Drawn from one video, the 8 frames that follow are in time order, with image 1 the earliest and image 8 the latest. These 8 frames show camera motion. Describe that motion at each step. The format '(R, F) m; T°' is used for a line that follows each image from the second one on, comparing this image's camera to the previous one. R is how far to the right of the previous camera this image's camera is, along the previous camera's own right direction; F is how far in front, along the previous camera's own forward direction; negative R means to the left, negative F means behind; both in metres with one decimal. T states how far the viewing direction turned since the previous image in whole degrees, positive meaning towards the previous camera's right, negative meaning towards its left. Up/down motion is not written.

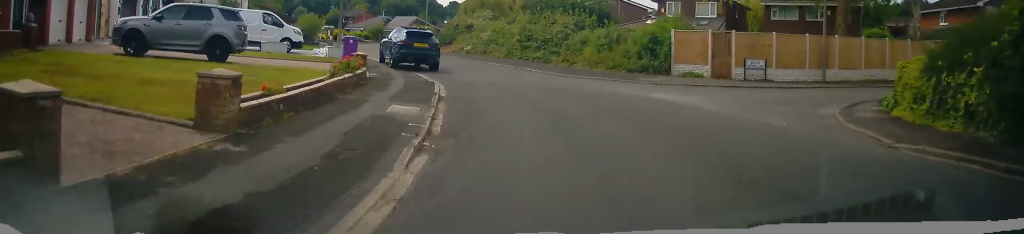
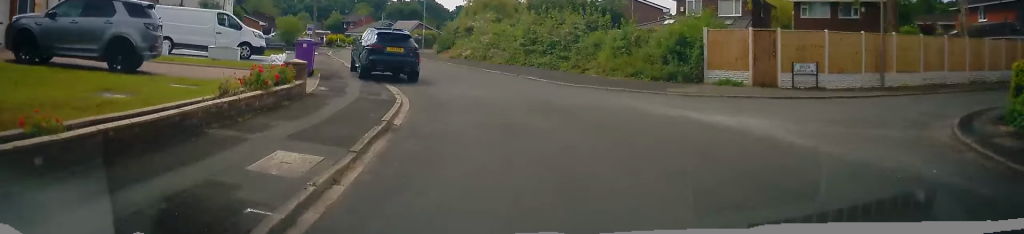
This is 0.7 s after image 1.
(+0.2, +4.9) m; -1°
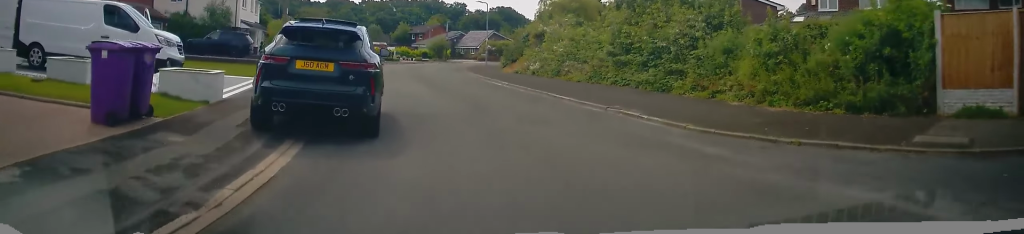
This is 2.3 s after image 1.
(-0.8, +11.5) m; -8°
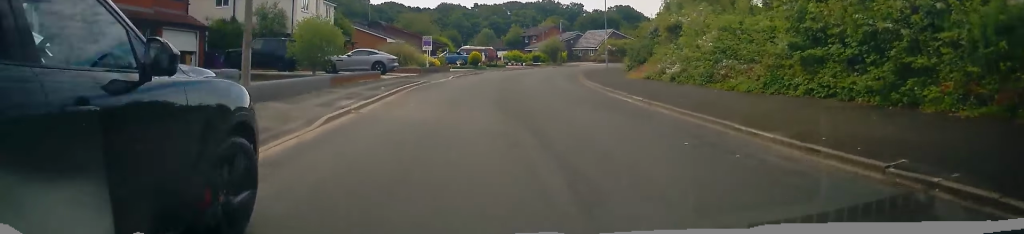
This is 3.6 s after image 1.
(-0.7, +8.8) m; -11°
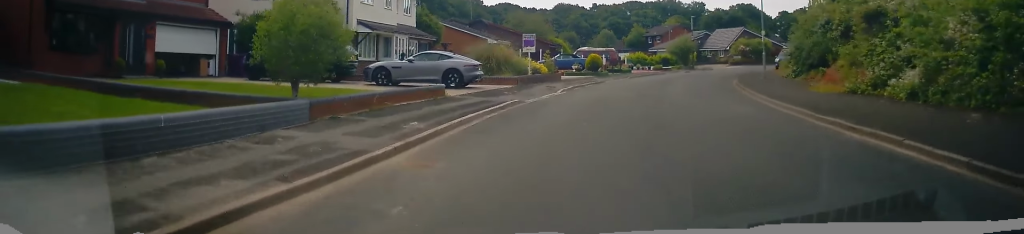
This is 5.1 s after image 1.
(-1.0, +9.5) m; -10°
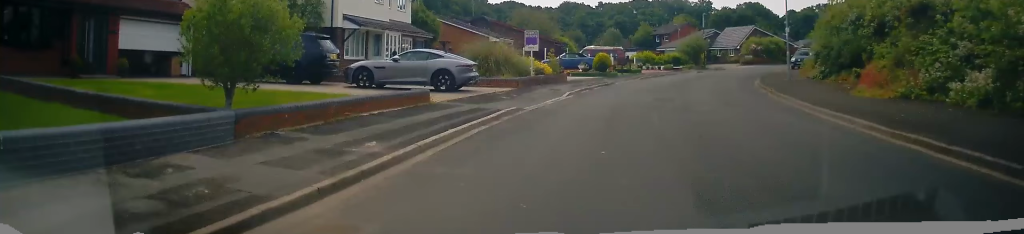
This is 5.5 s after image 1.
(-0.1, +2.6) m; -1°
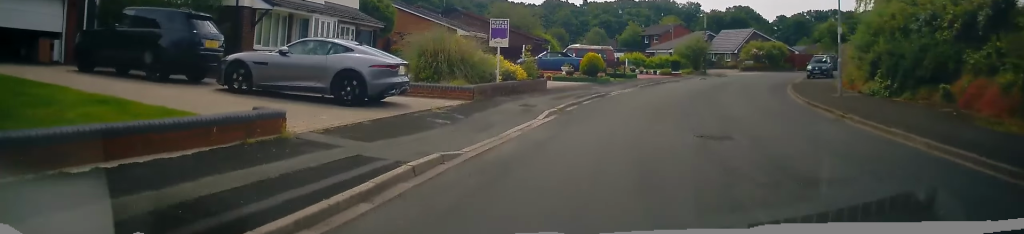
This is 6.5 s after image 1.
(-0.2, +6.9) m; 0°
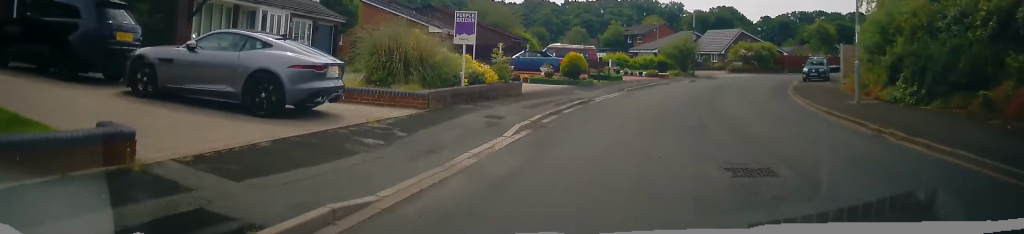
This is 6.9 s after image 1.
(0.0, +2.7) m; +1°
